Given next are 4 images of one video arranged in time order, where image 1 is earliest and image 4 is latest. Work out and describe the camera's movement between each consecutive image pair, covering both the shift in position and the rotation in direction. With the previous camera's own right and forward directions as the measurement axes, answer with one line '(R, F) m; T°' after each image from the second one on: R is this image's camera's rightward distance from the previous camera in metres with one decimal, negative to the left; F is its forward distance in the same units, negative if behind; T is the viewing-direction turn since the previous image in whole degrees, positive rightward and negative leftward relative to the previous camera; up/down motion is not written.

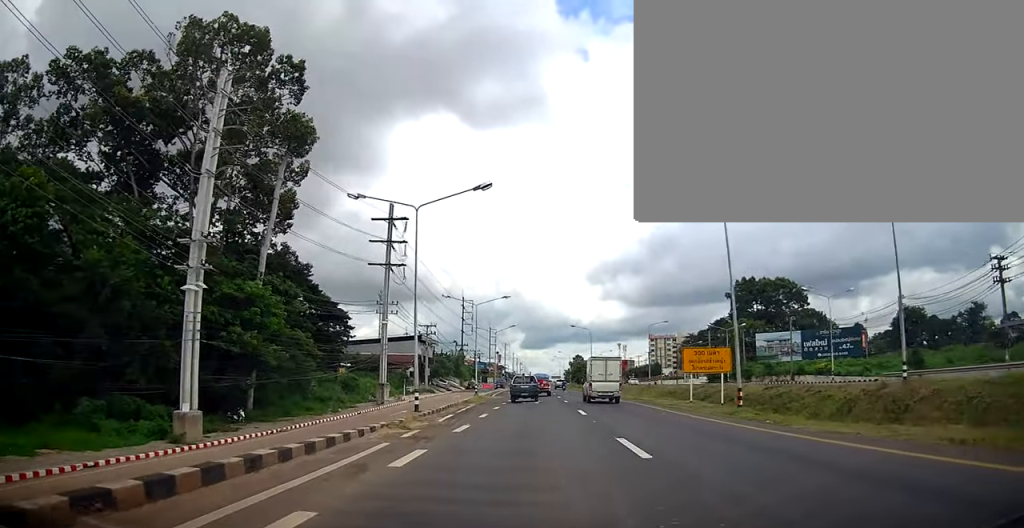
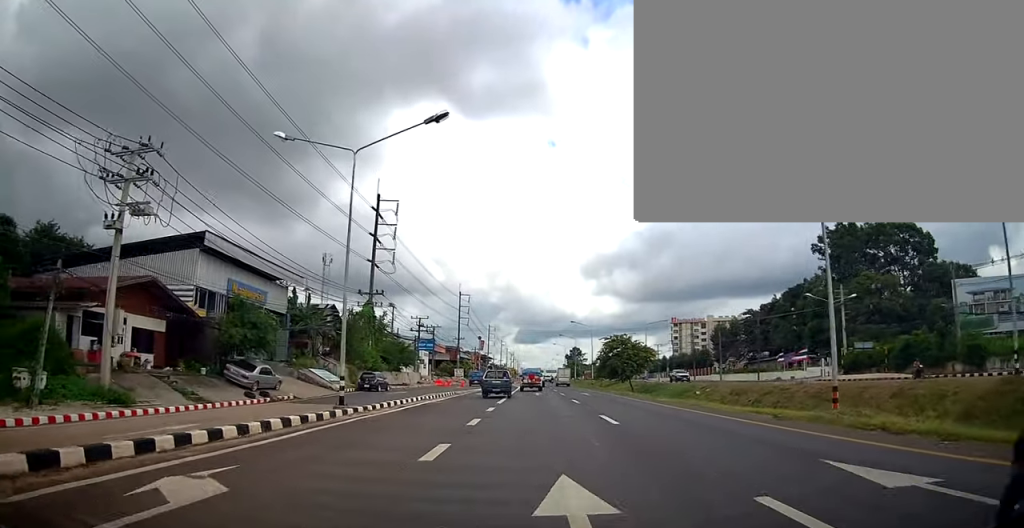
(0.0, +65.7) m; 0°
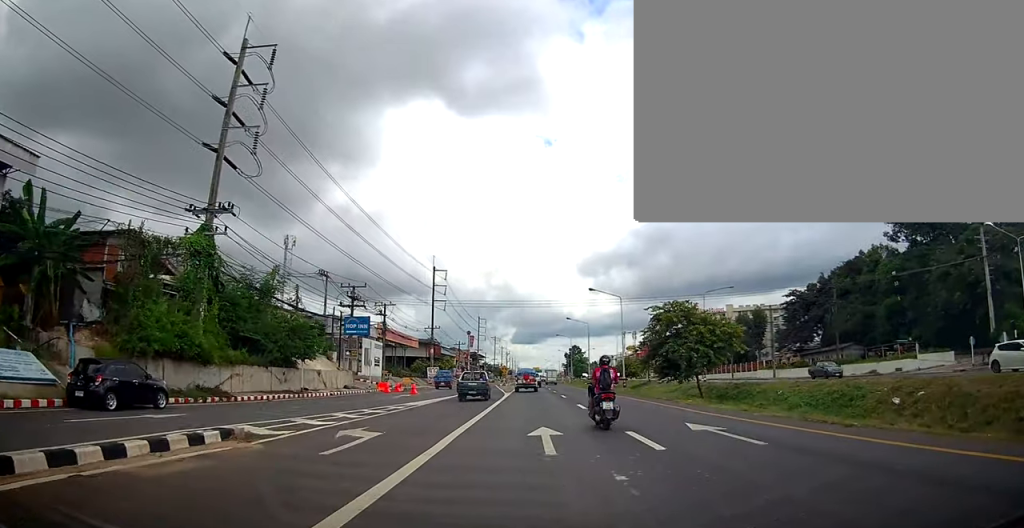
(0.0, +29.1) m; 0°
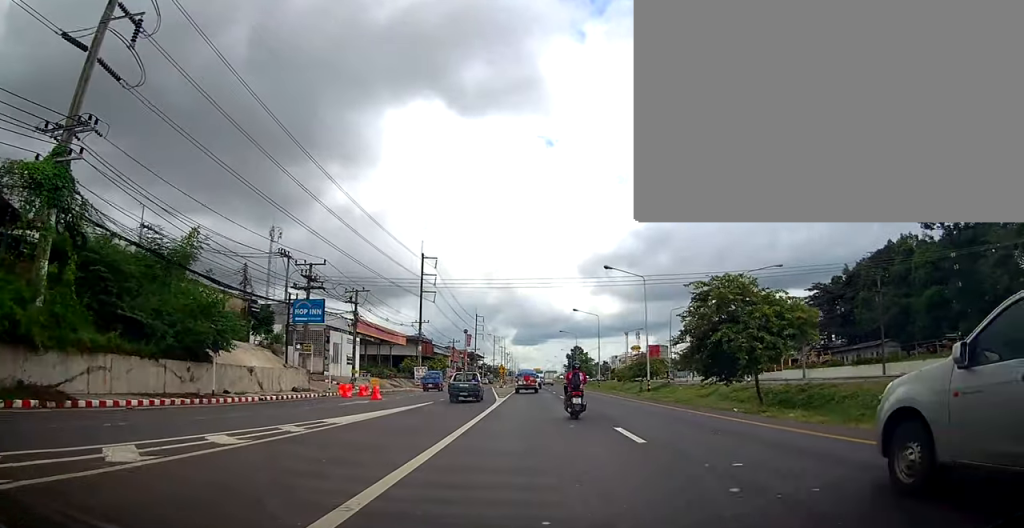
(0.0, +10.7) m; 0°
